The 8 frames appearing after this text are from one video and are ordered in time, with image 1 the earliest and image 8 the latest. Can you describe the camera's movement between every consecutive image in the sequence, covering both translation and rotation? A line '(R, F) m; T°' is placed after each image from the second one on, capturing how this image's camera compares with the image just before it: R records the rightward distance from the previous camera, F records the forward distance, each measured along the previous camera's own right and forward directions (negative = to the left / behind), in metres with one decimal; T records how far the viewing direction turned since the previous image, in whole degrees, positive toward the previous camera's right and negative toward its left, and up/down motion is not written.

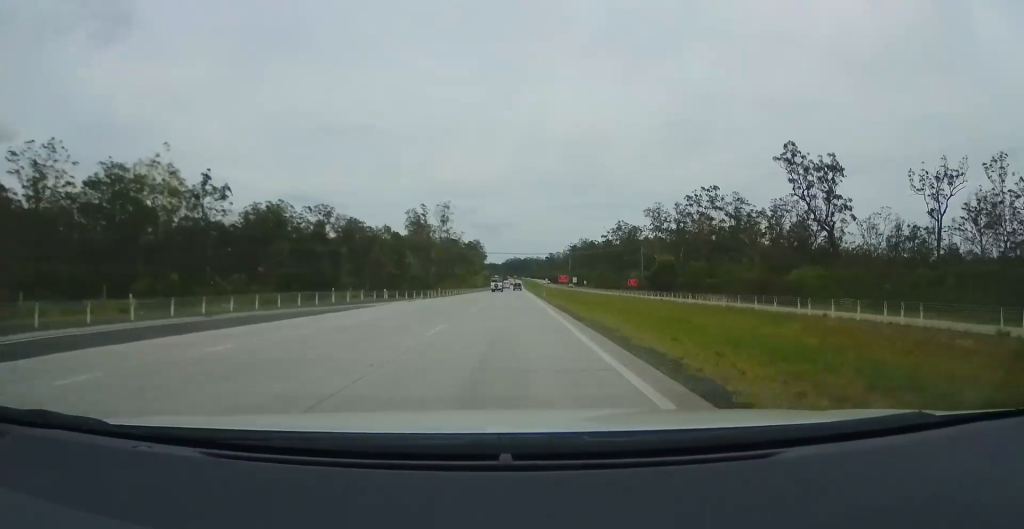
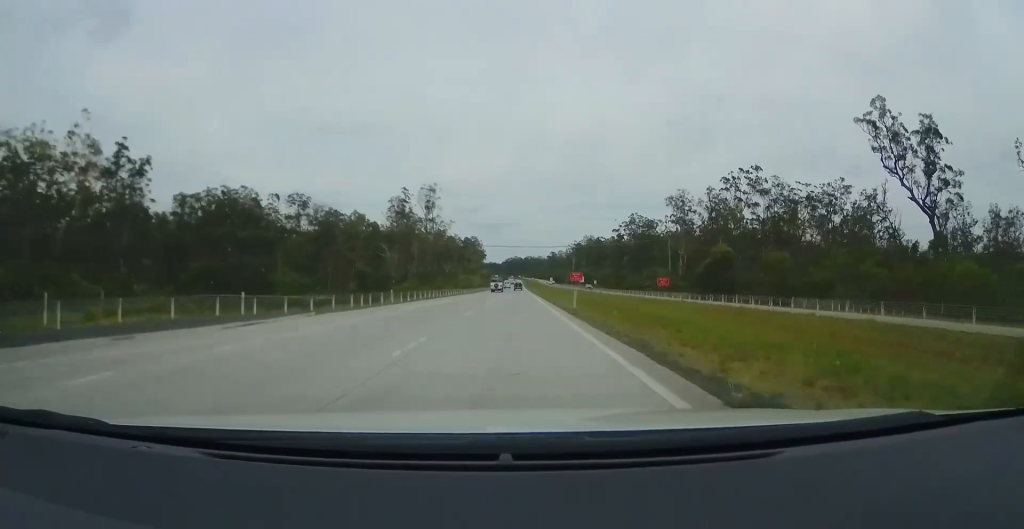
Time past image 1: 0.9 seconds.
(0.0, +28.0) m; 0°
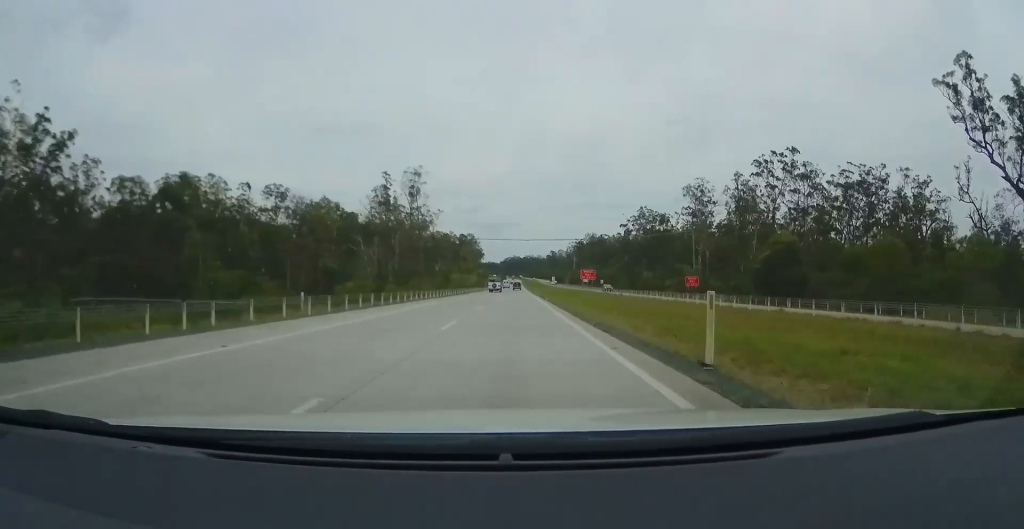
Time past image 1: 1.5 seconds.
(0.0, +19.1) m; 0°
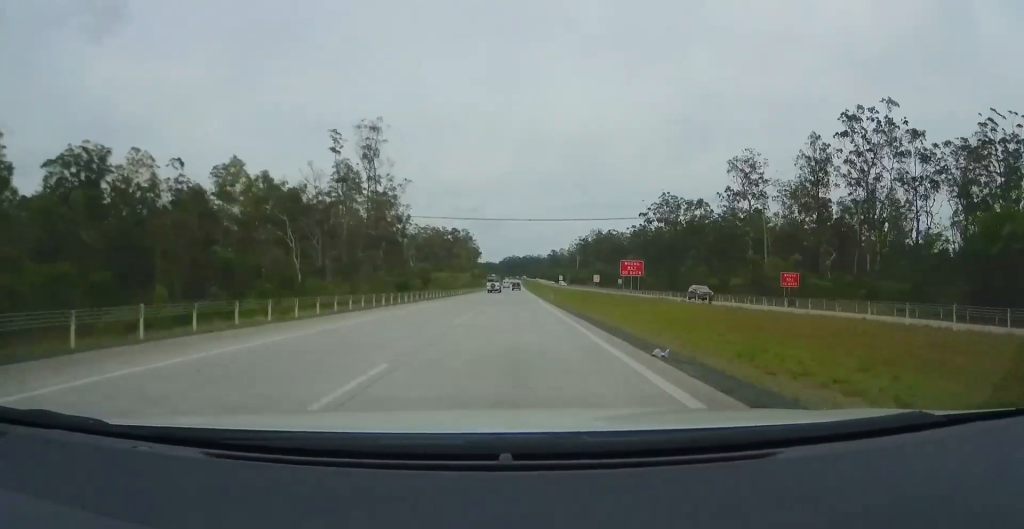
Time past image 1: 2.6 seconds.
(0.0, +34.6) m; 0°
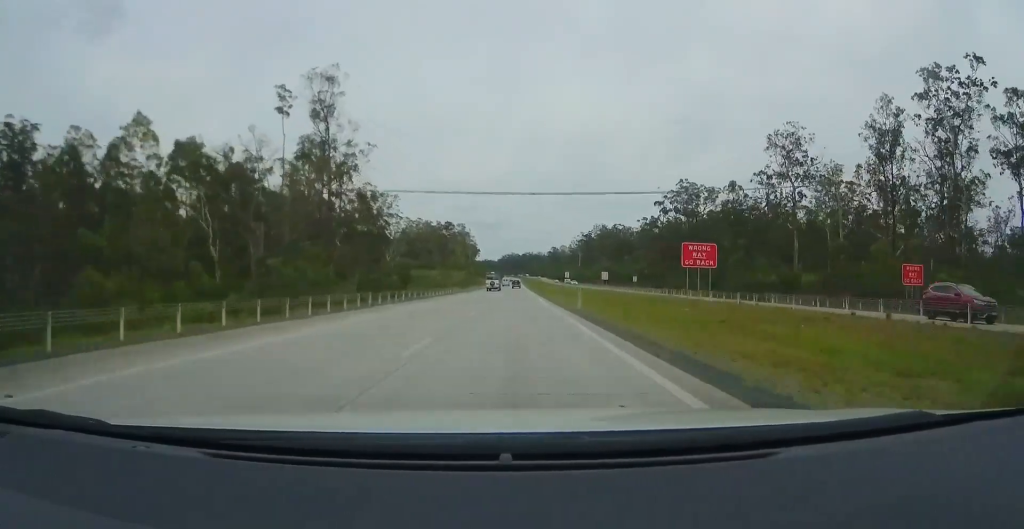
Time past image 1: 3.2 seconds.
(0.0, +20.7) m; +1°
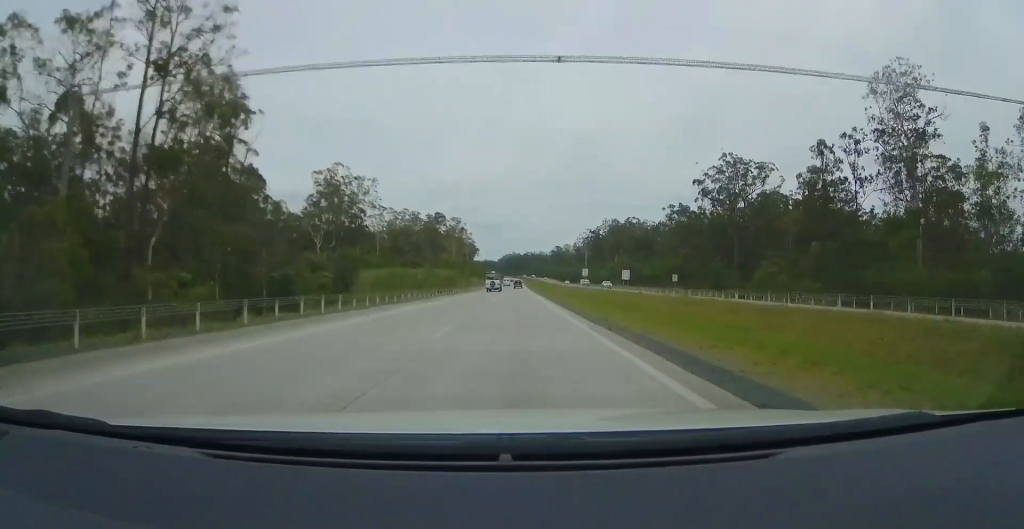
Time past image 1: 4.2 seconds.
(+0.3, +33.9) m; 0°
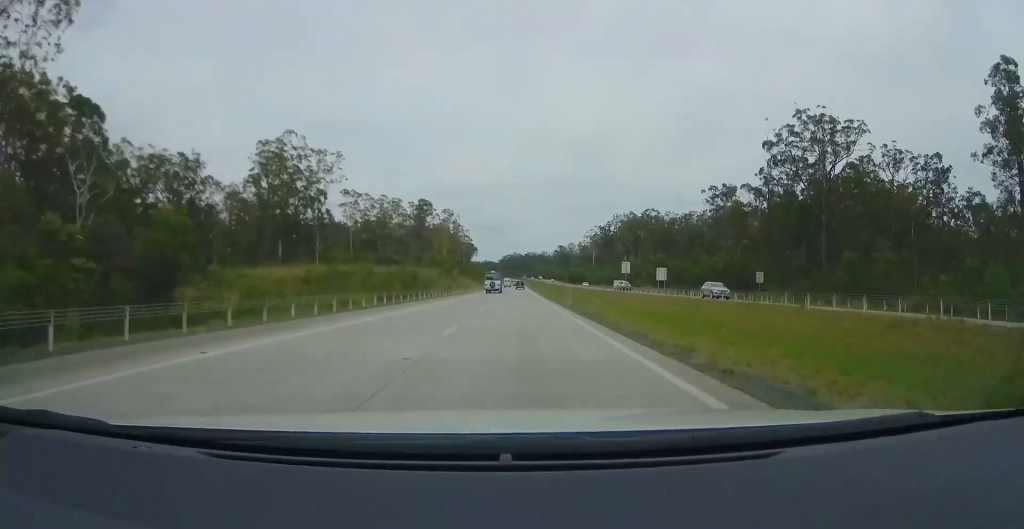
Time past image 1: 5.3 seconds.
(-0.5, +35.3) m; -1°
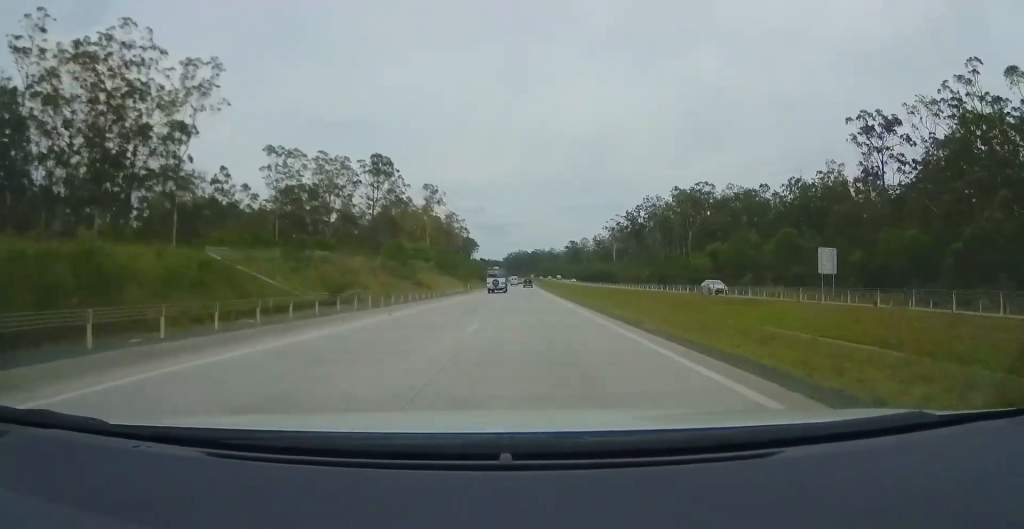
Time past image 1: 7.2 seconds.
(-0.9, +61.5) m; -1°
